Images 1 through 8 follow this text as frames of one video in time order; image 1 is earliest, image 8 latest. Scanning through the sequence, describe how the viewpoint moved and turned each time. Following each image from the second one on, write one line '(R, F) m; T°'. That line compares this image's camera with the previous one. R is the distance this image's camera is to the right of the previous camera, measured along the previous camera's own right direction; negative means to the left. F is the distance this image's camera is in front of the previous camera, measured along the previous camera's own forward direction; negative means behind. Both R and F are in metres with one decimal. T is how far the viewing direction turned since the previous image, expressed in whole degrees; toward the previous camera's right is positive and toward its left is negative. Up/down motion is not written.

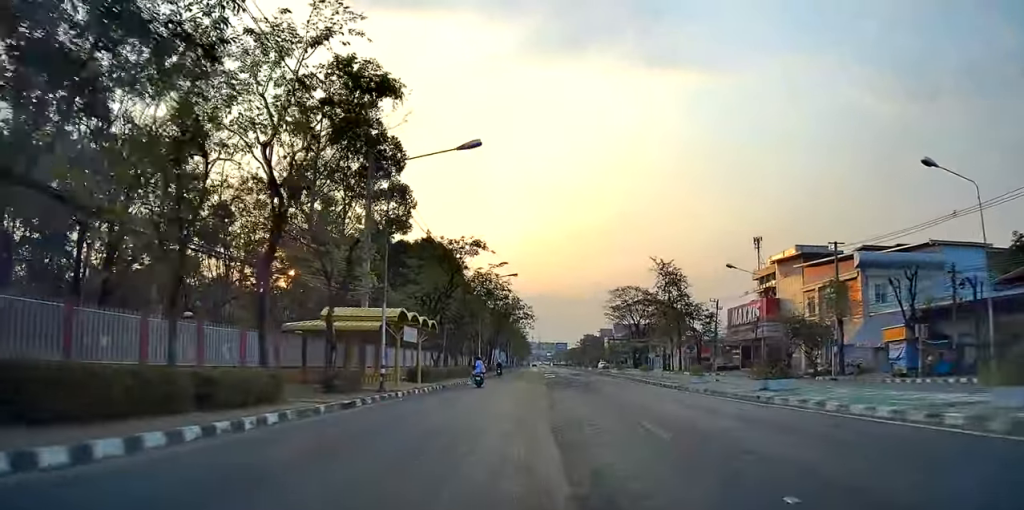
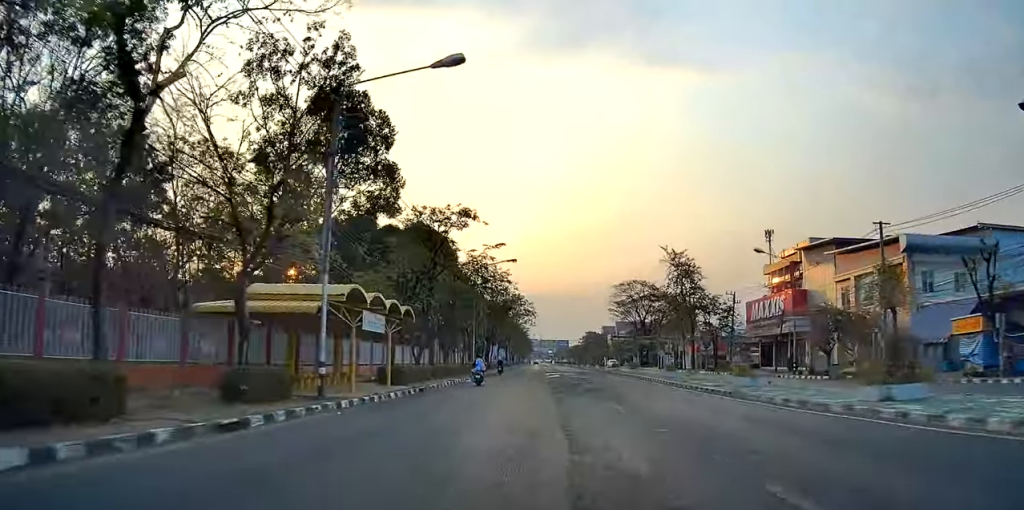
(-0.1, +6.9) m; -2°
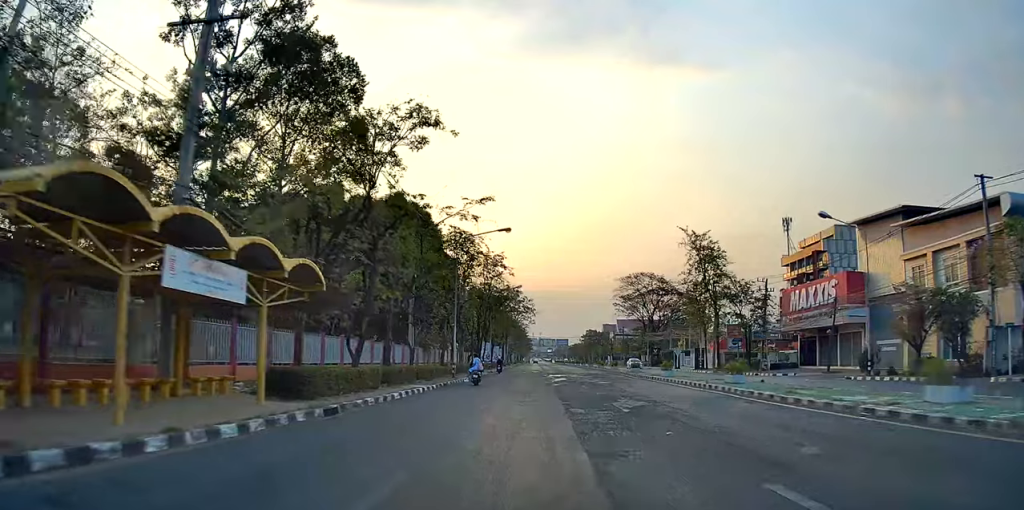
(-0.2, +11.7) m; -1°
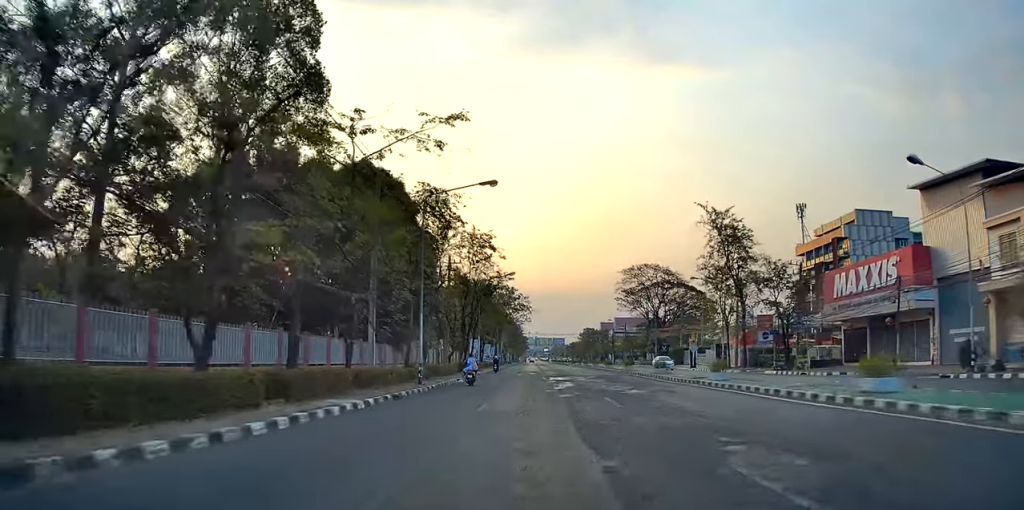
(+0.1, +11.0) m; 0°
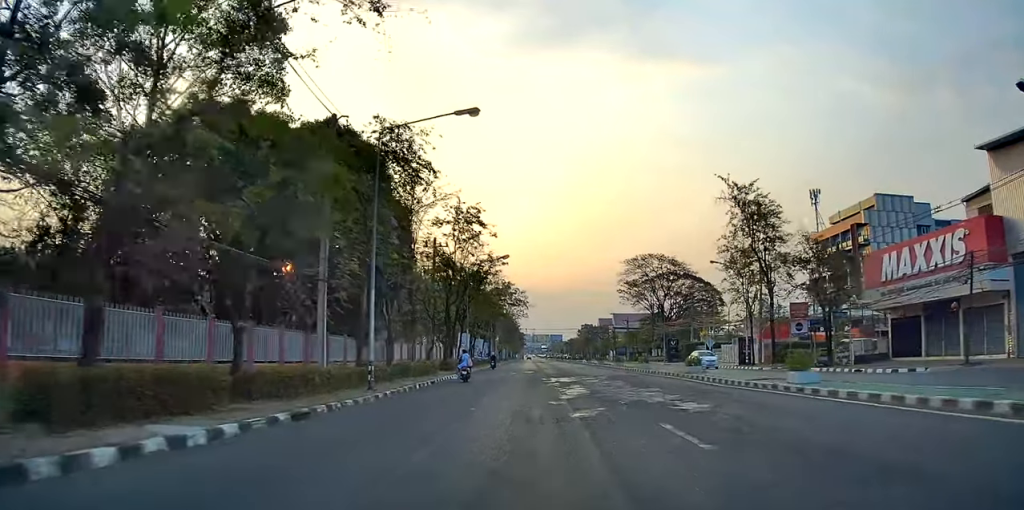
(+0.1, +8.3) m; 0°
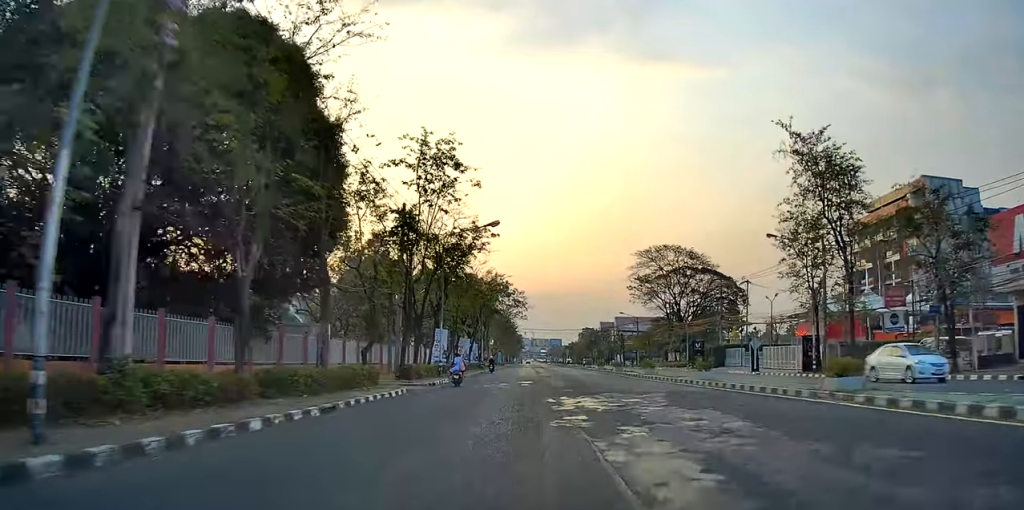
(-0.1, +15.0) m; -1°
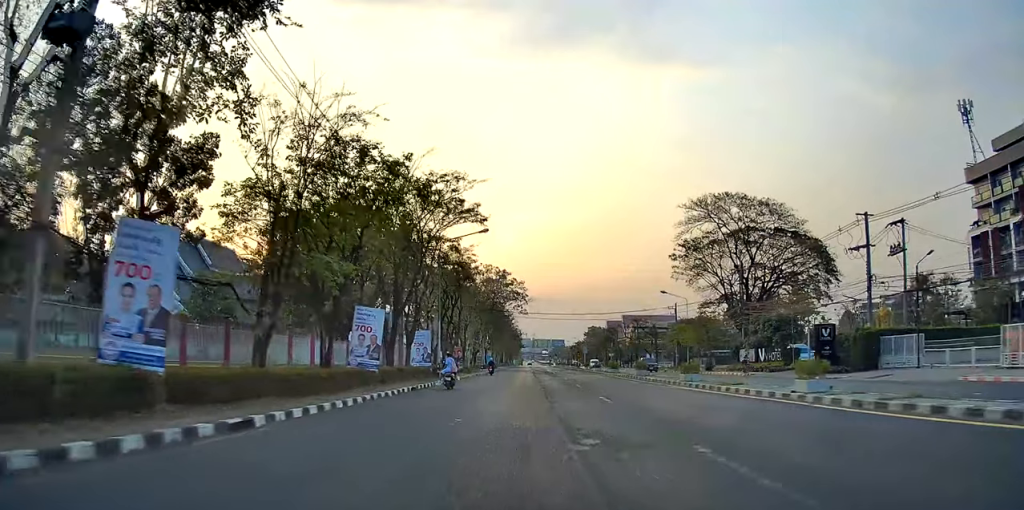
(+0.3, +35.6) m; 0°
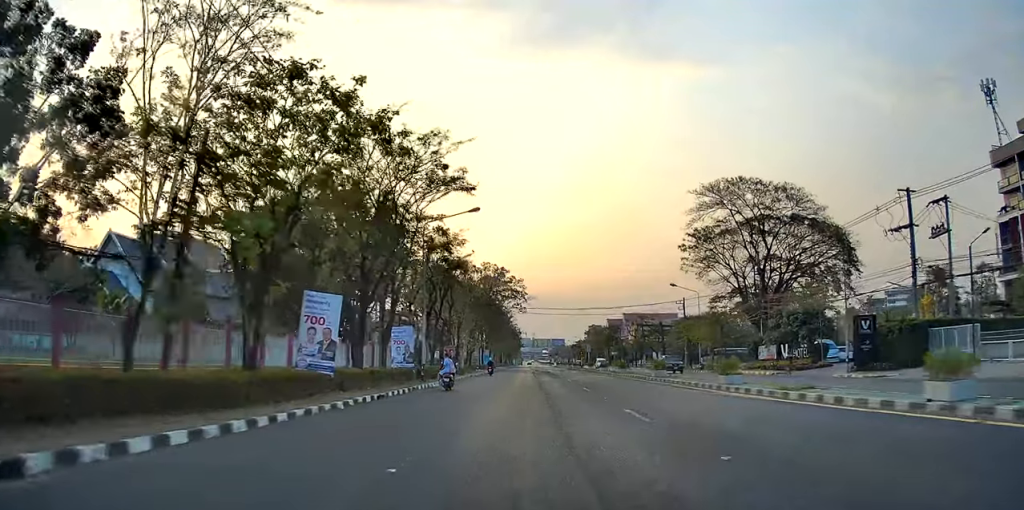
(0.0, +5.8) m; 0°
